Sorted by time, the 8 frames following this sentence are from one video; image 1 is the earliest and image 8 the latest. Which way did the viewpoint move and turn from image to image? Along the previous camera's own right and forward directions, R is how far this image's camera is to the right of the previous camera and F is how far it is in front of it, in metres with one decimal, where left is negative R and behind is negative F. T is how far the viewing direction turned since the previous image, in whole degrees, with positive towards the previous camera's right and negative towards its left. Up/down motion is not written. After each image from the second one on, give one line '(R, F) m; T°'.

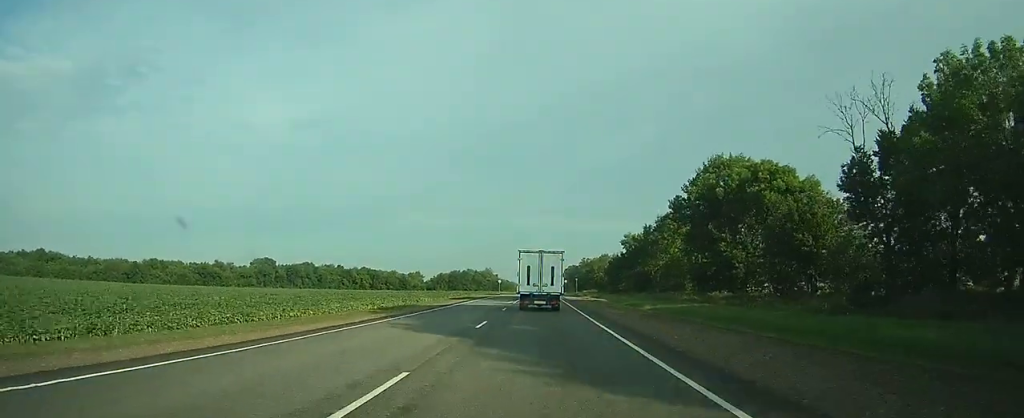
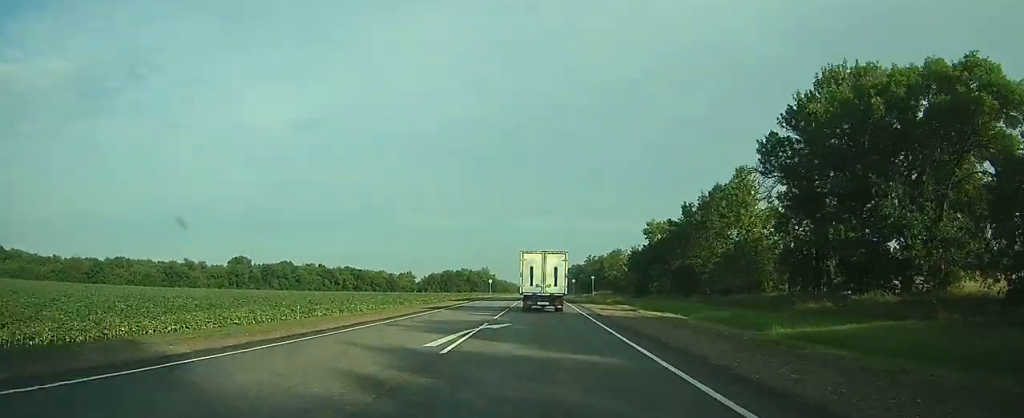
(0.0, +28.0) m; 0°
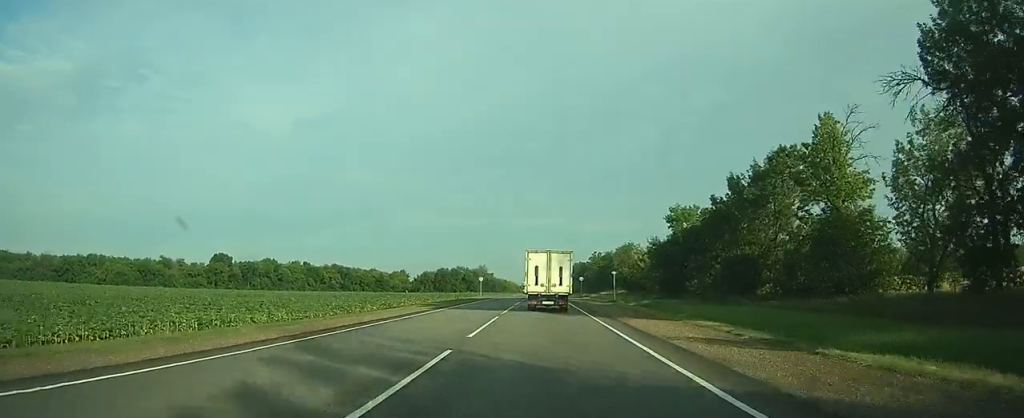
(0.0, +18.1) m; 0°
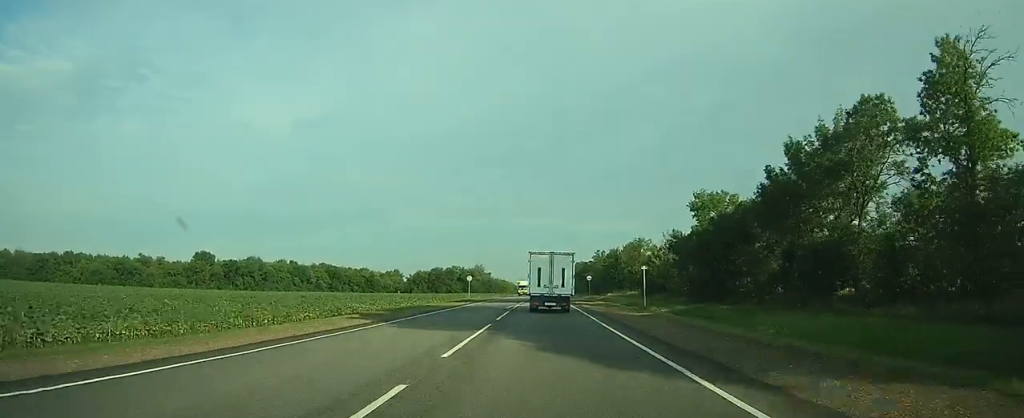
(0.0, +13.7) m; 0°
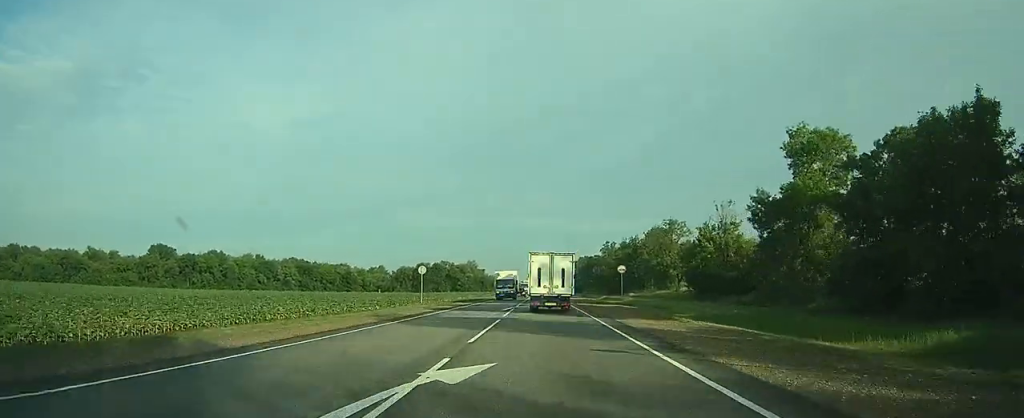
(0.0, +28.4) m; 0°
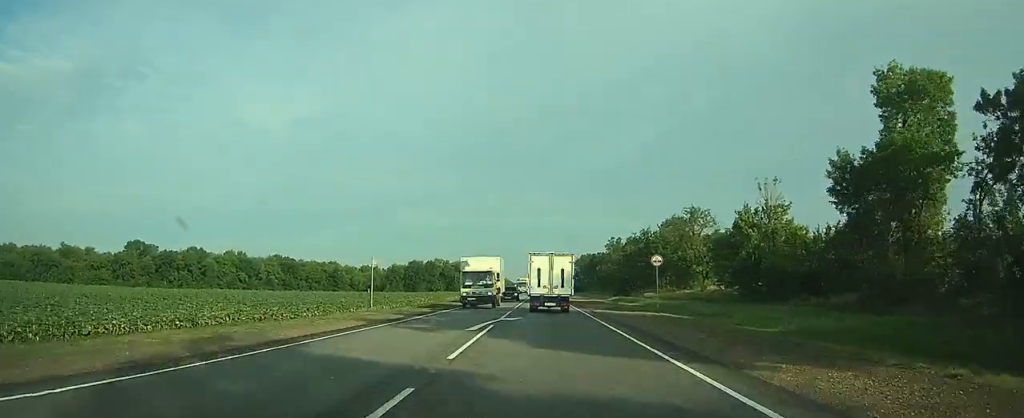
(0.0, +13.0) m; 0°
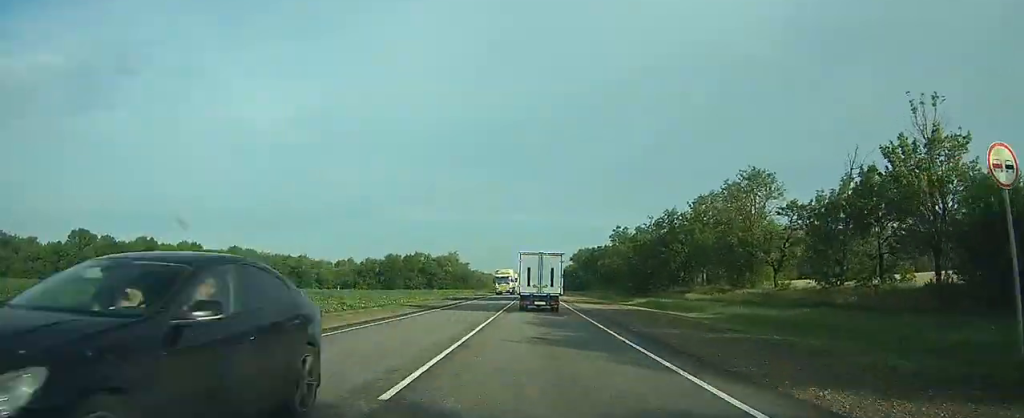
(0.0, +24.8) m; 0°
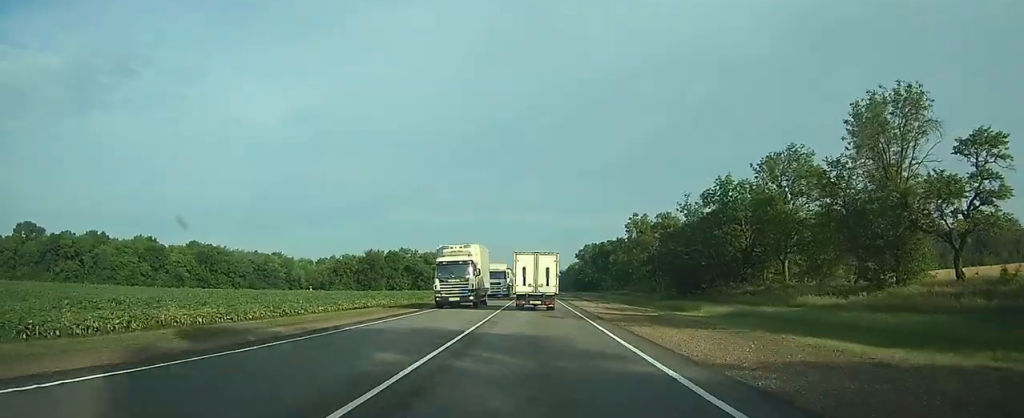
(0.0, +24.9) m; 0°
